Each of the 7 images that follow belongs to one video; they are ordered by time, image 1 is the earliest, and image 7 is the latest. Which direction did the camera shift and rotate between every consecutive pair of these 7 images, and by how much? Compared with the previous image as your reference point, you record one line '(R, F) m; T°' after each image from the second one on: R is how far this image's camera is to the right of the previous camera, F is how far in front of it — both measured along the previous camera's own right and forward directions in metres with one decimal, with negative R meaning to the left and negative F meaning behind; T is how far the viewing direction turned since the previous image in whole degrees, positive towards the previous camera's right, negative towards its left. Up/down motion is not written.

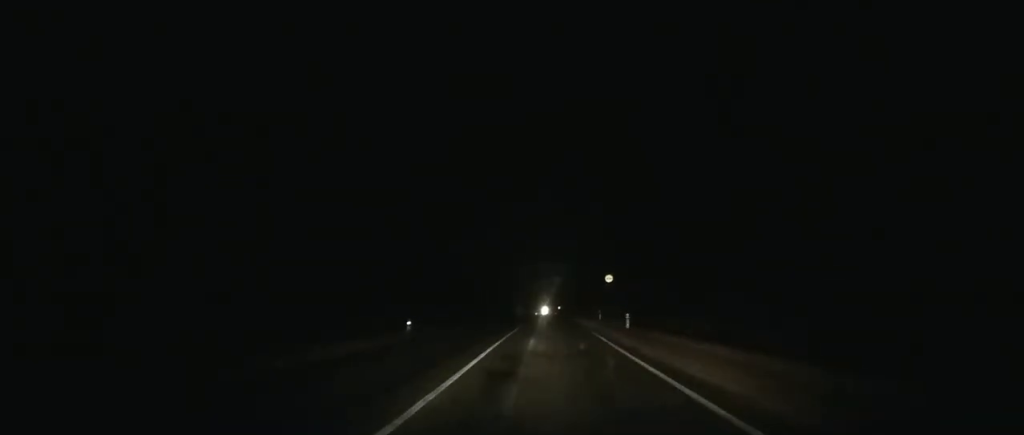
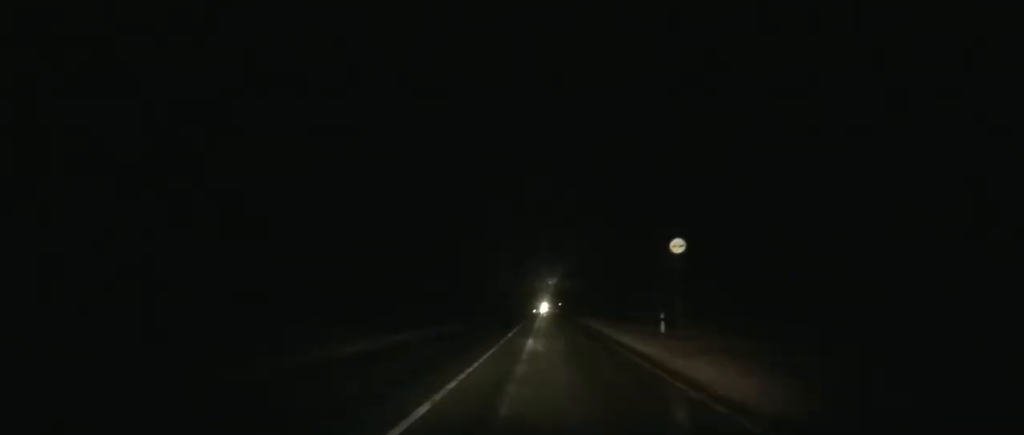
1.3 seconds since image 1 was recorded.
(+0.1, +25.9) m; 0°
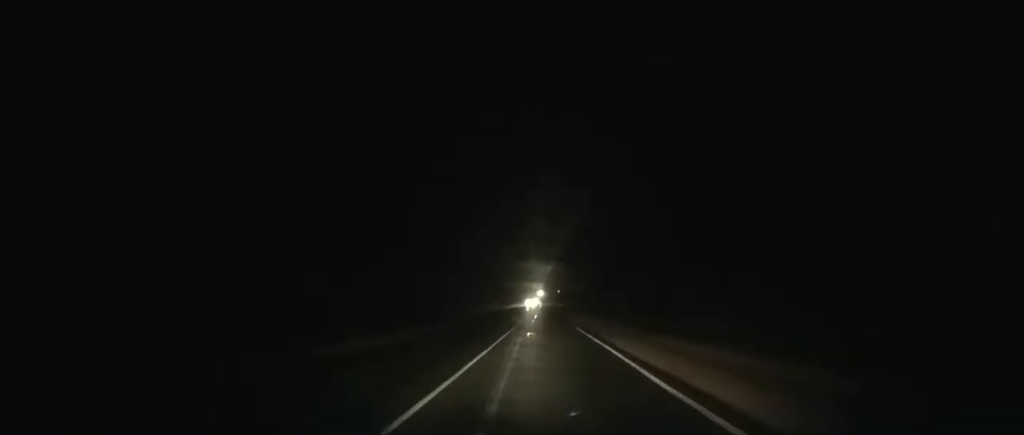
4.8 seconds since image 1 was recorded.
(-1.0, +72.6) m; -1°
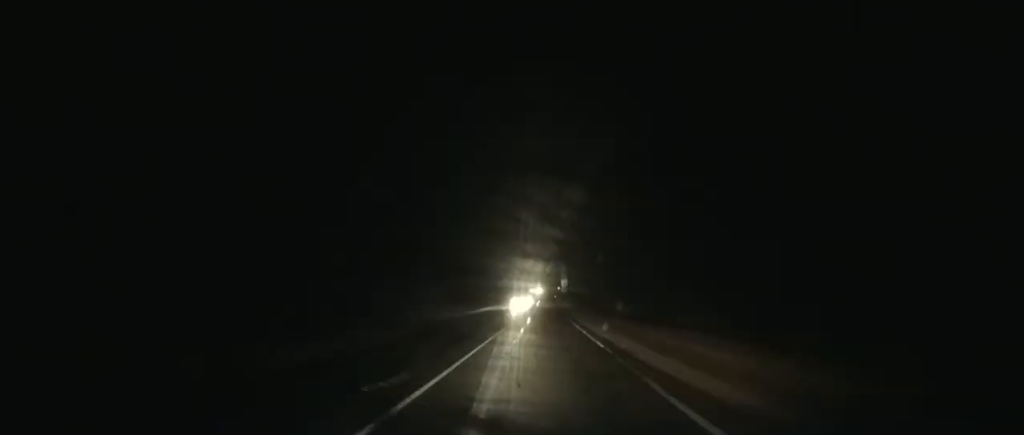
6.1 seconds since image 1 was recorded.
(-0.4, +27.1) m; 0°
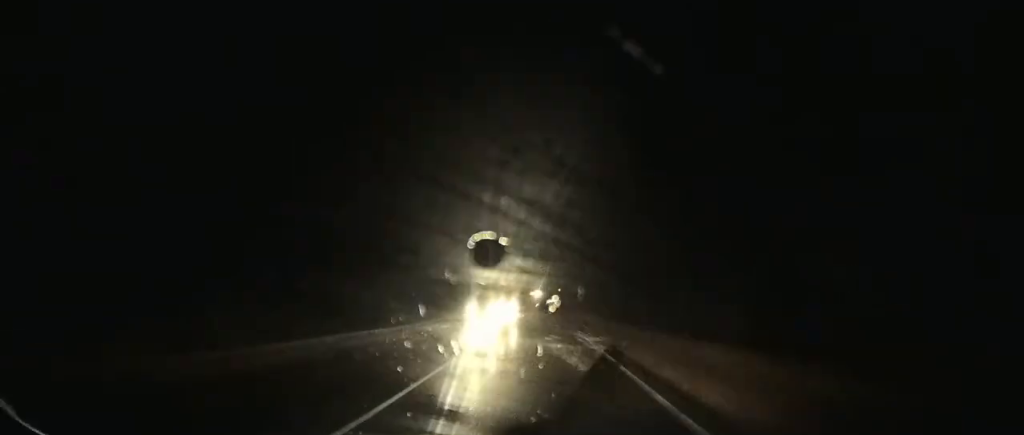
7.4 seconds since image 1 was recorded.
(-0.2, +27.0) m; 0°
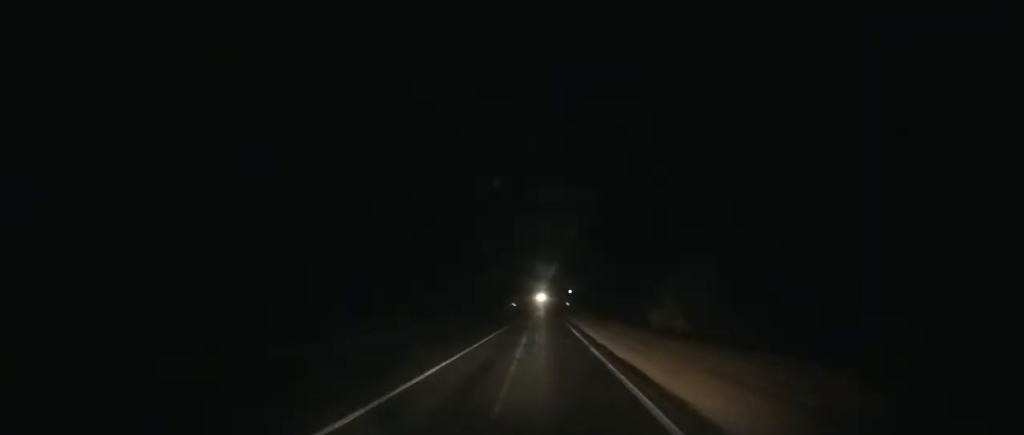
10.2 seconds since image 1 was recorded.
(+0.8, +57.5) m; +1°
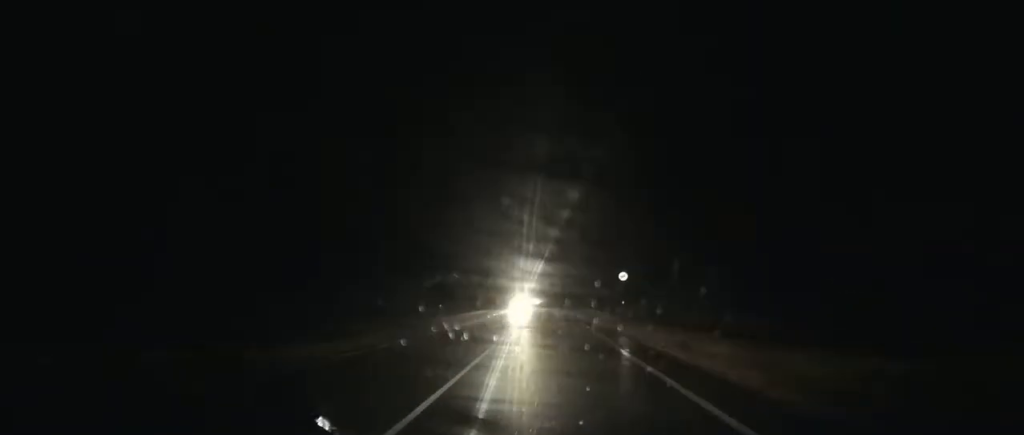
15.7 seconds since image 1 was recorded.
(+1.0, +111.5) m; +1°
